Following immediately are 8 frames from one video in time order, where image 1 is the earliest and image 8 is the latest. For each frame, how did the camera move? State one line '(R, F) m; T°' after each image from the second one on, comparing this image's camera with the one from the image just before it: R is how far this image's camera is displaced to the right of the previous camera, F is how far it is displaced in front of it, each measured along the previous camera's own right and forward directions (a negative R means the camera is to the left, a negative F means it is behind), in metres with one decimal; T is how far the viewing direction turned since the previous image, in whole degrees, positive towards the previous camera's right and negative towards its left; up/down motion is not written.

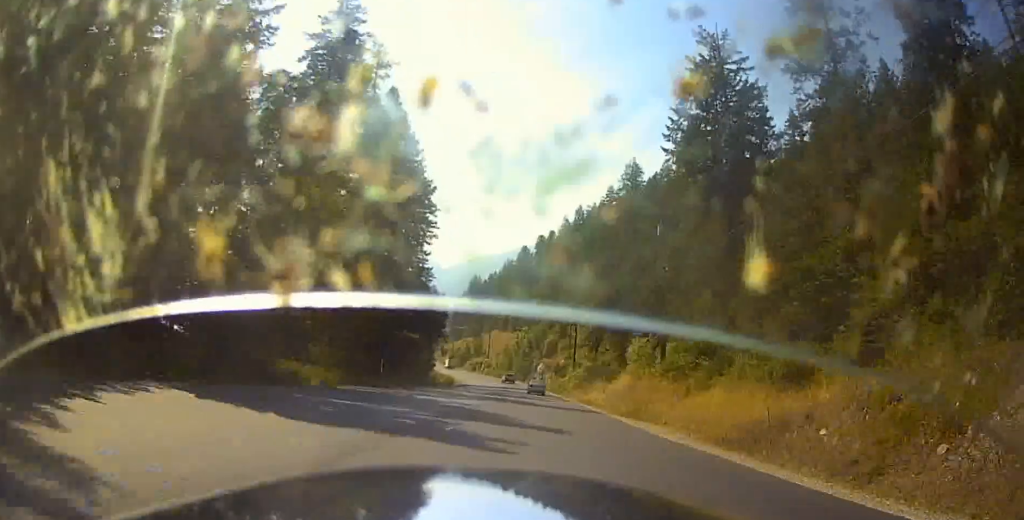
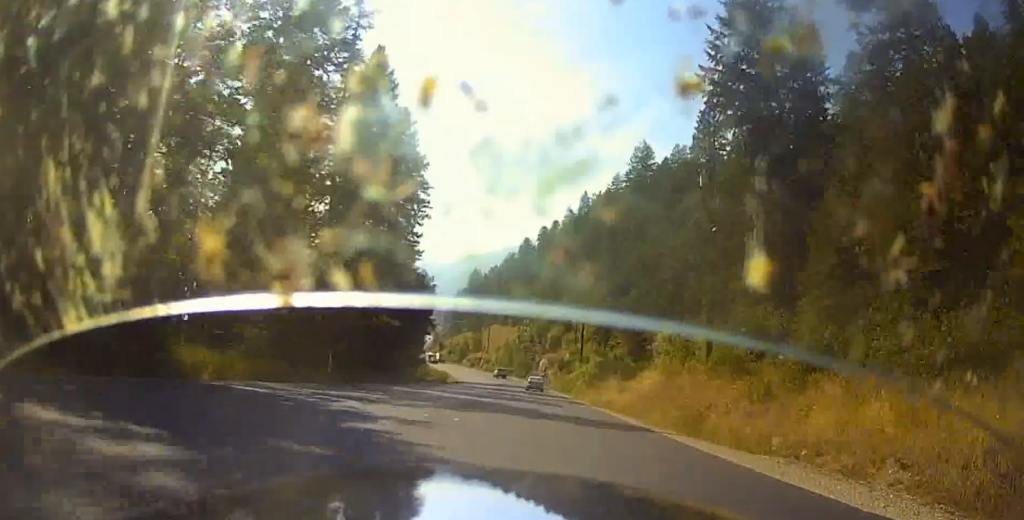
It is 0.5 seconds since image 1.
(+0.9, +11.4) m; +2°
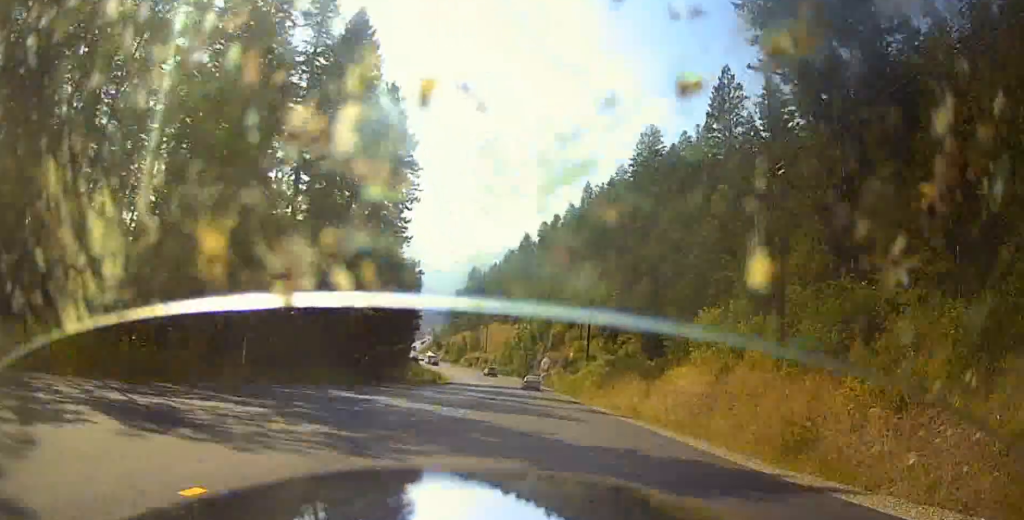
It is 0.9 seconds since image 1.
(+0.4, +9.9) m; +2°
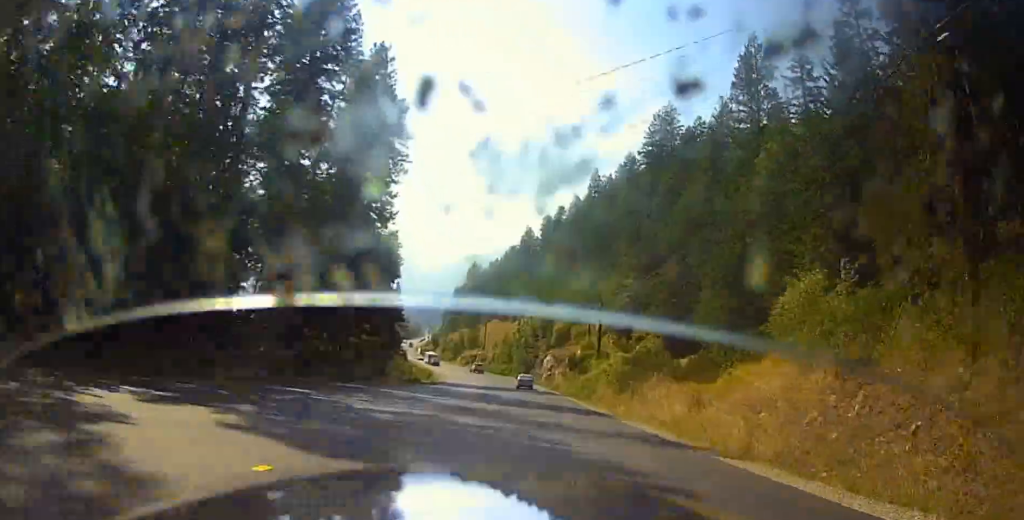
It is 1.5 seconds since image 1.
(0.0, +11.5) m; -1°
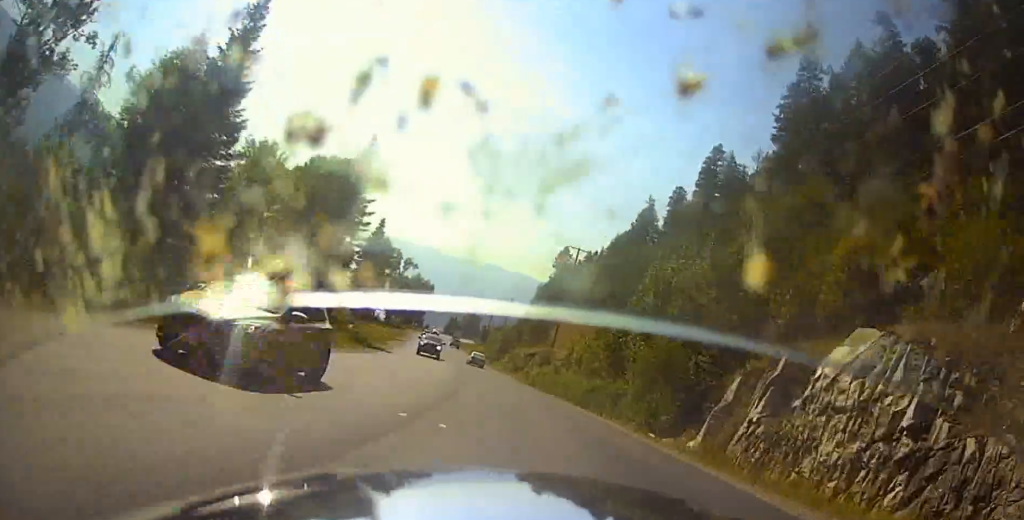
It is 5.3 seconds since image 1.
(-5.7, +91.6) m; -8°
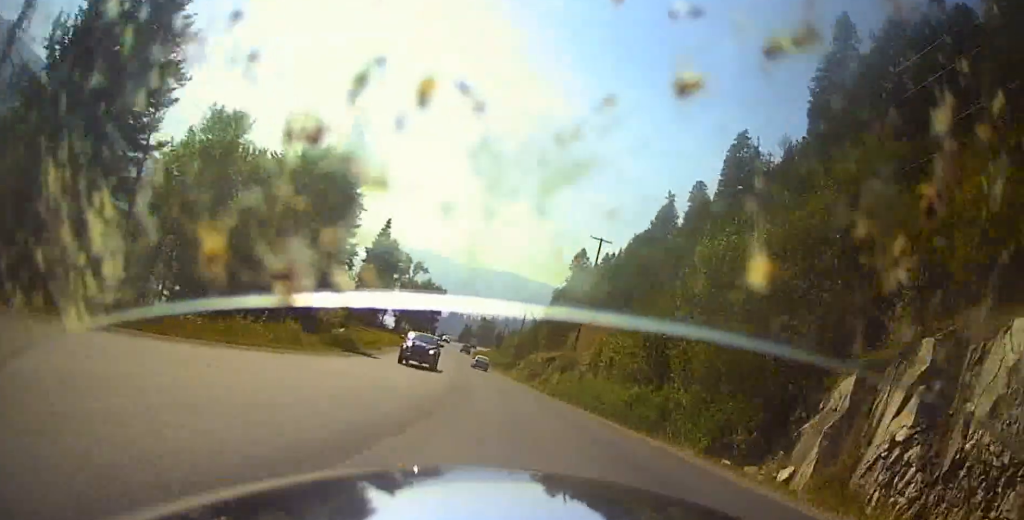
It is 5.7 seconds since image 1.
(-0.2, +9.6) m; -1°
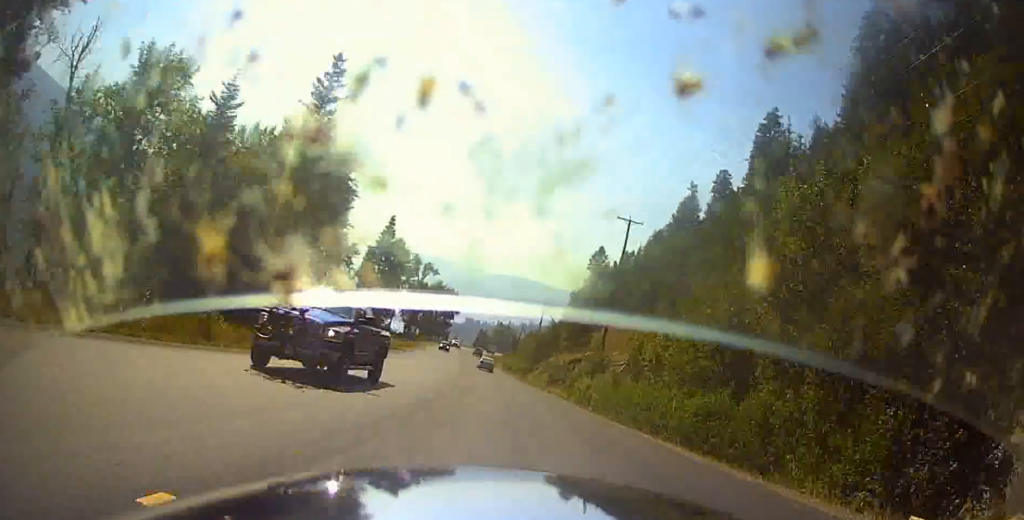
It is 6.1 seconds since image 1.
(-0.1, +10.9) m; -1°
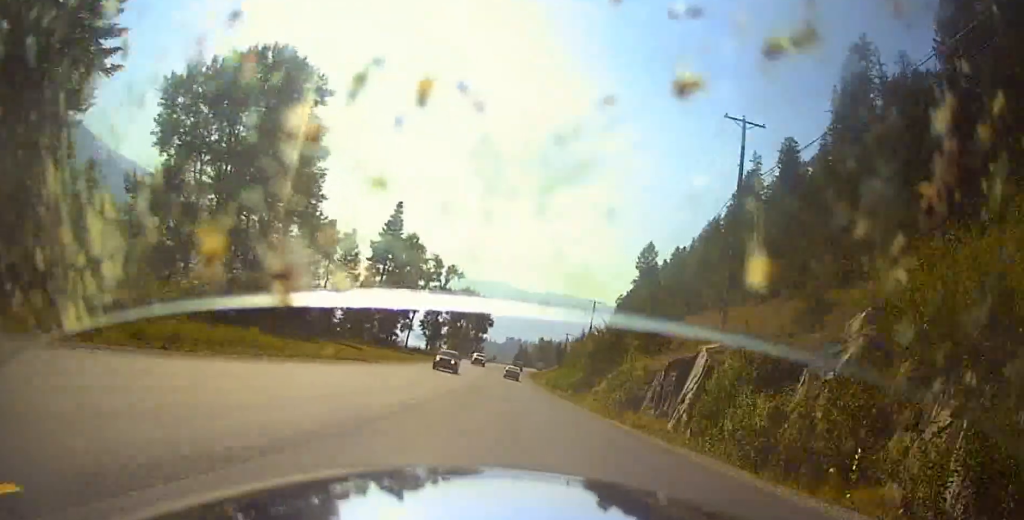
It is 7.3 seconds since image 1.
(-0.4, +27.1) m; -1°
